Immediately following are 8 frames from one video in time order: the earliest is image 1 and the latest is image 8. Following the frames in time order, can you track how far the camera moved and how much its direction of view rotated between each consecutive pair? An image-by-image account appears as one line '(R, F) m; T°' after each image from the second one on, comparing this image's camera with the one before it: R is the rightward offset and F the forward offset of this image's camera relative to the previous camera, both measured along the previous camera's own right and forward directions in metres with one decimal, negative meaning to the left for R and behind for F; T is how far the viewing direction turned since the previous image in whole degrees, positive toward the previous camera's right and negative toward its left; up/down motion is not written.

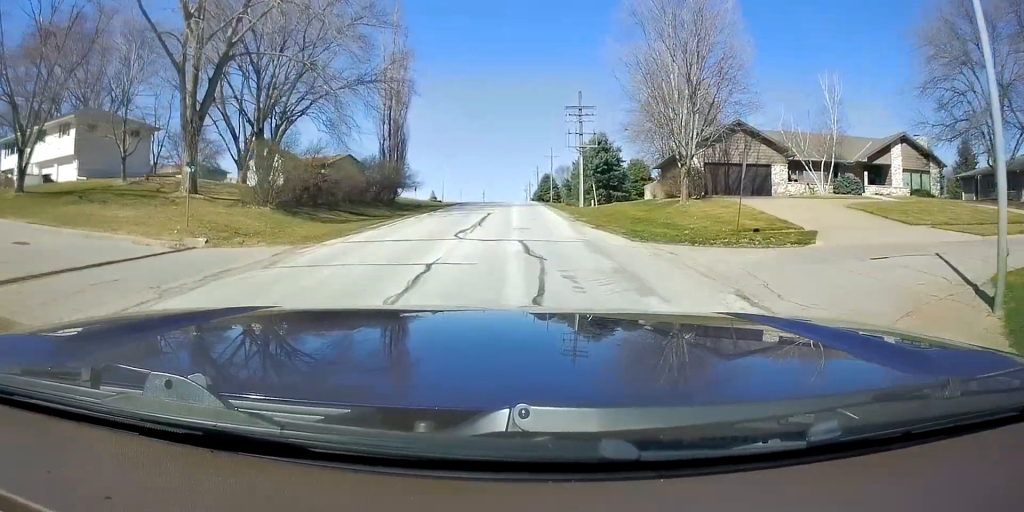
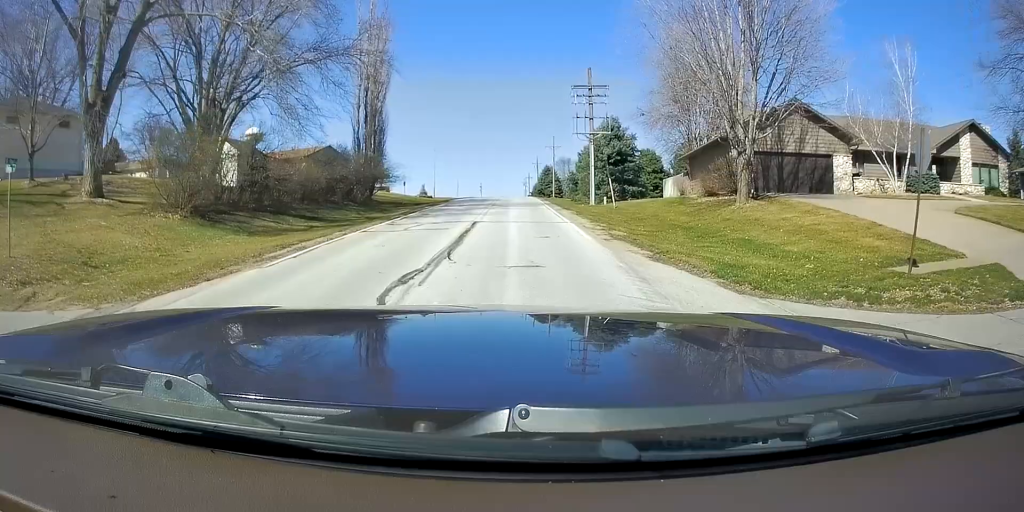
(+0.2, +8.9) m; 0°
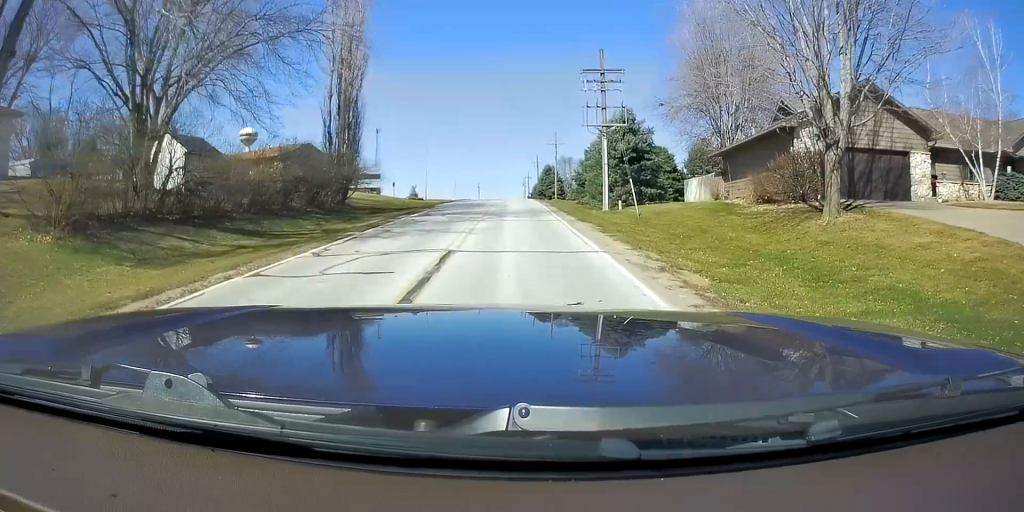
(-0.2, +7.5) m; +2°
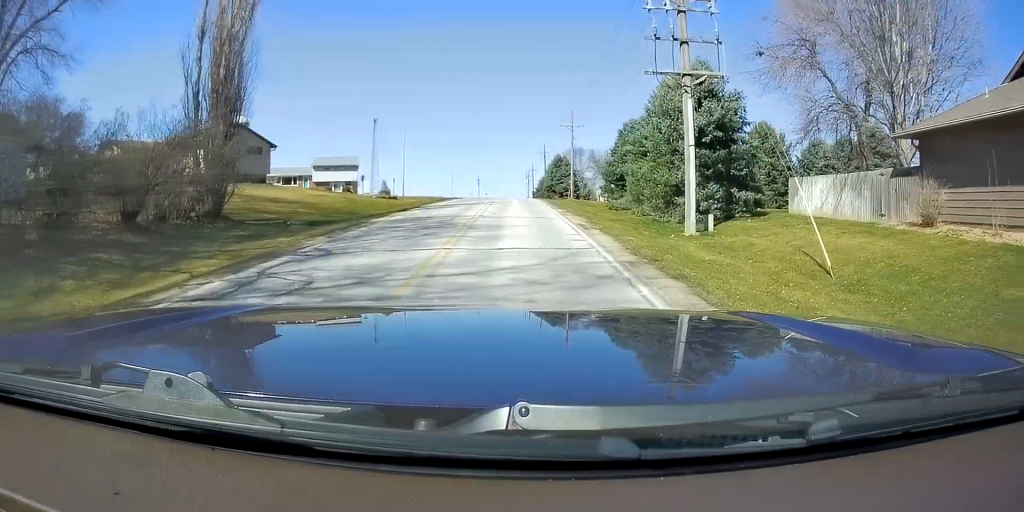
(+0.2, +19.2) m; -3°
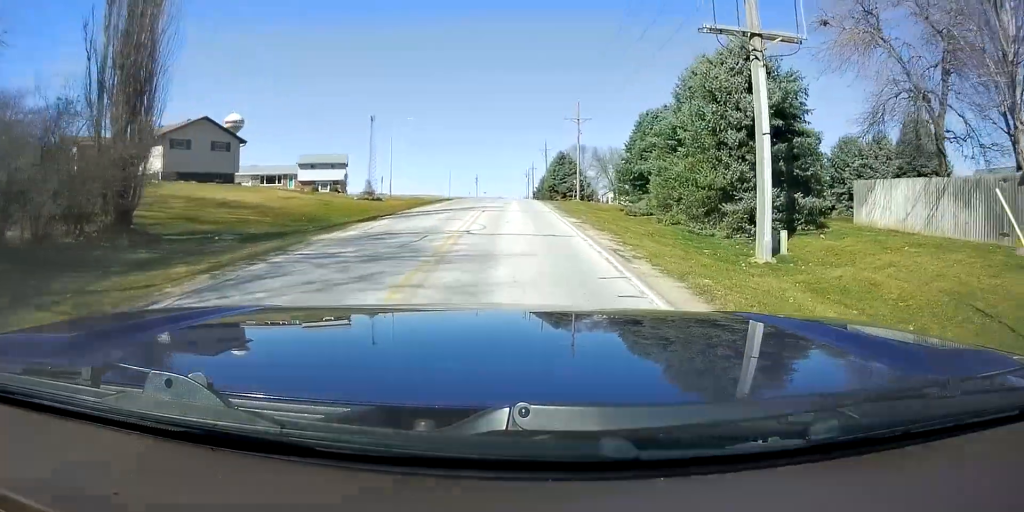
(-0.5, +6.4) m; -2°
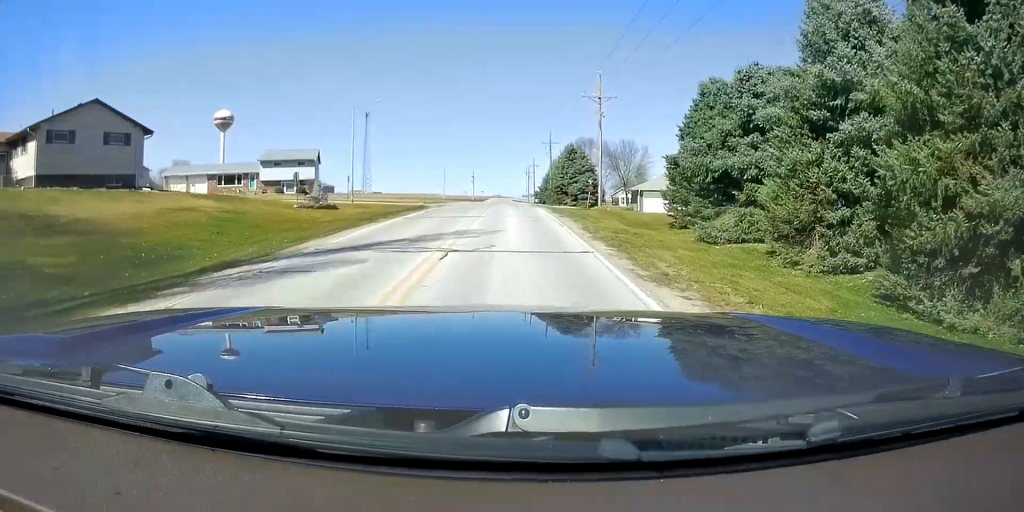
(+0.4, +14.0) m; +2°
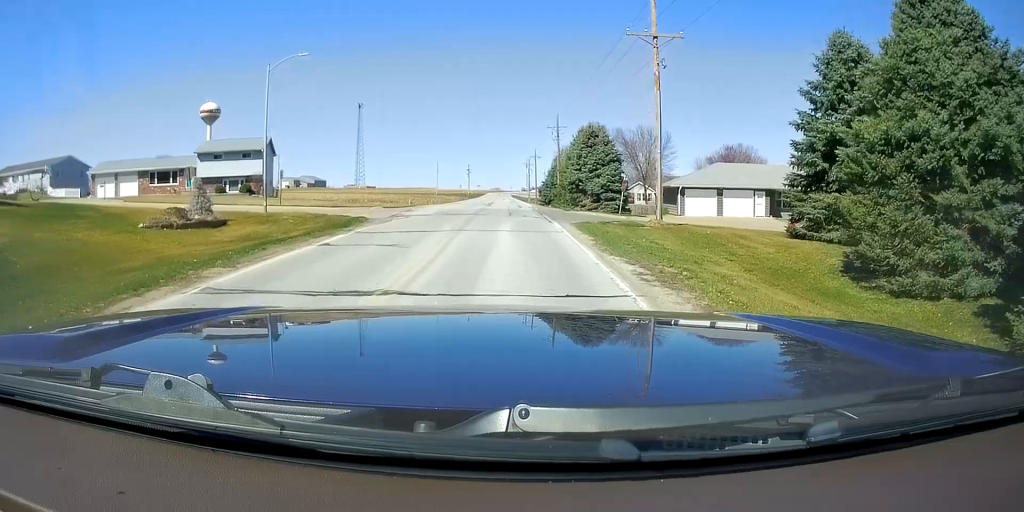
(+0.2, +16.6) m; +2°
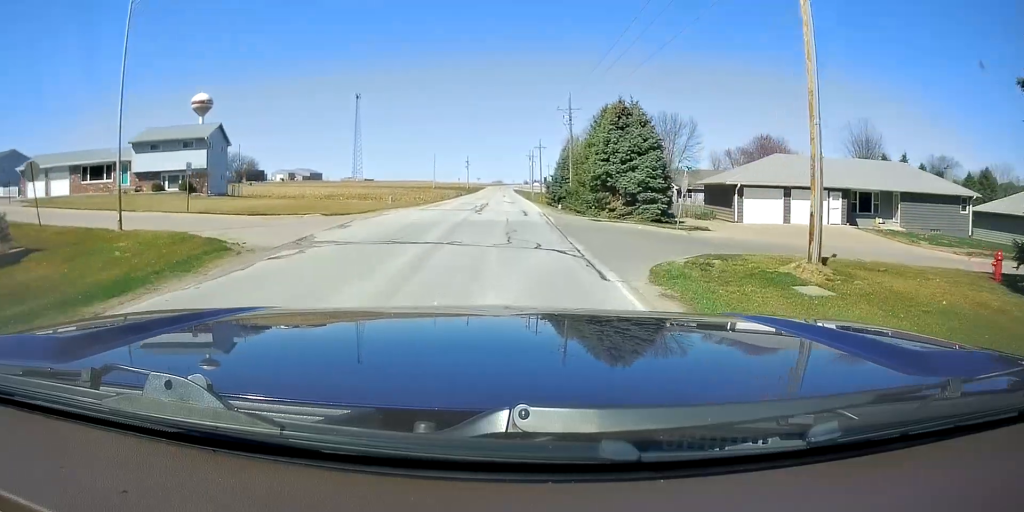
(+0.2, +12.6) m; 0°
